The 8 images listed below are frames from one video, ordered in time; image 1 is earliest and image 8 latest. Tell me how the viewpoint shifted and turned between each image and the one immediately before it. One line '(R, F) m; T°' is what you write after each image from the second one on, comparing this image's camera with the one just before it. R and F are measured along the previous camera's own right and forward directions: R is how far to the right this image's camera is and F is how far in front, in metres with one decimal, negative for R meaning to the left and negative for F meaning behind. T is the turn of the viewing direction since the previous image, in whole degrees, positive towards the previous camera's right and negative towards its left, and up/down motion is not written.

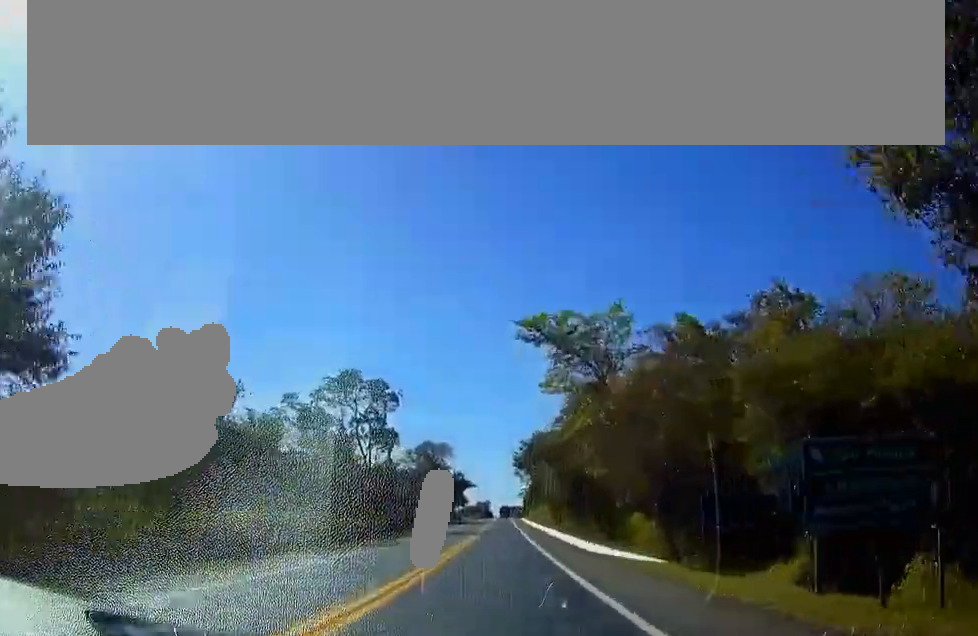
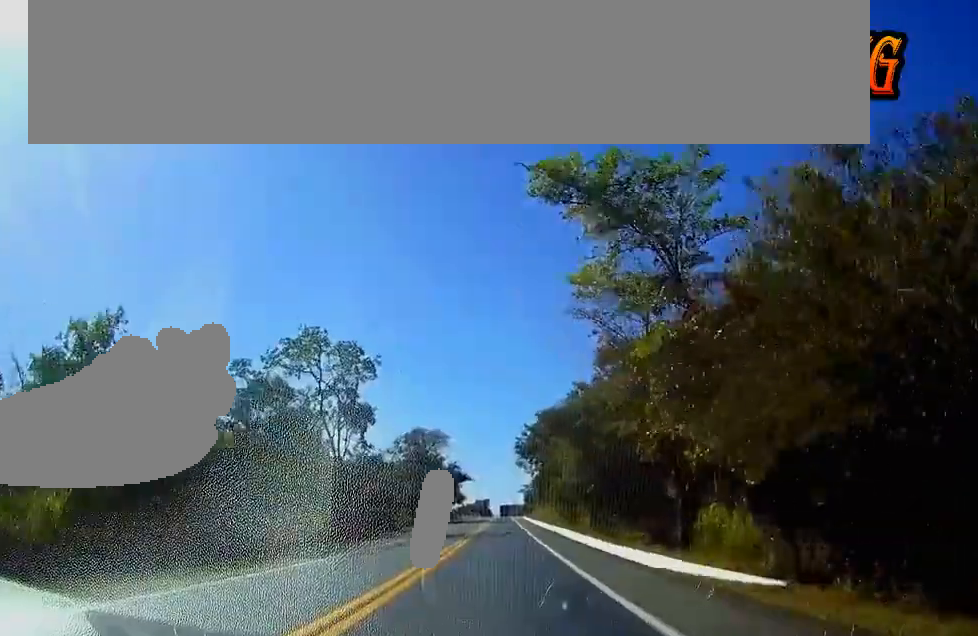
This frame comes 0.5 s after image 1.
(0.0, +14.8) m; 0°
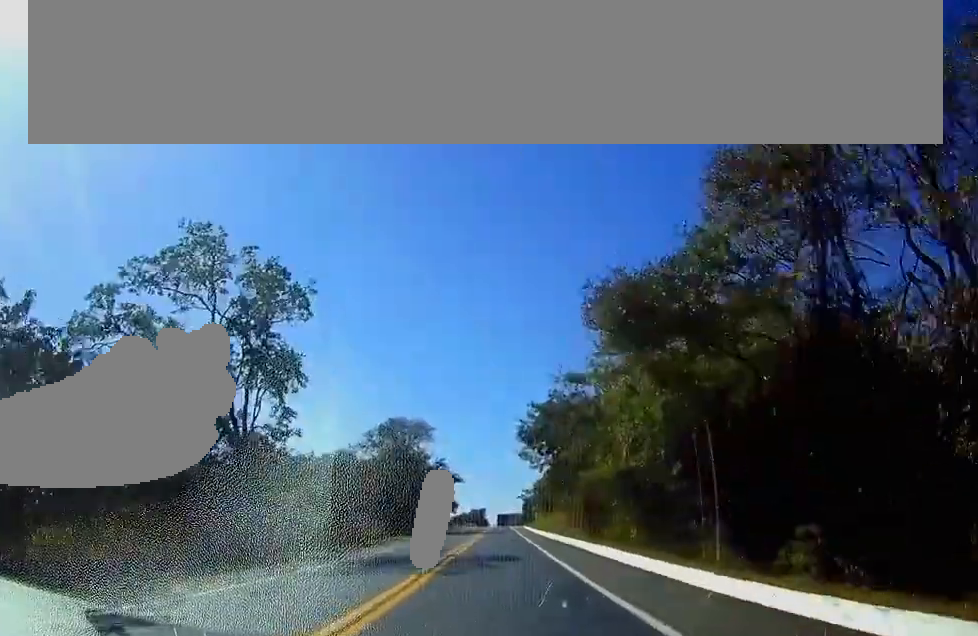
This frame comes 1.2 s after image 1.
(+0.1, +22.3) m; 0°
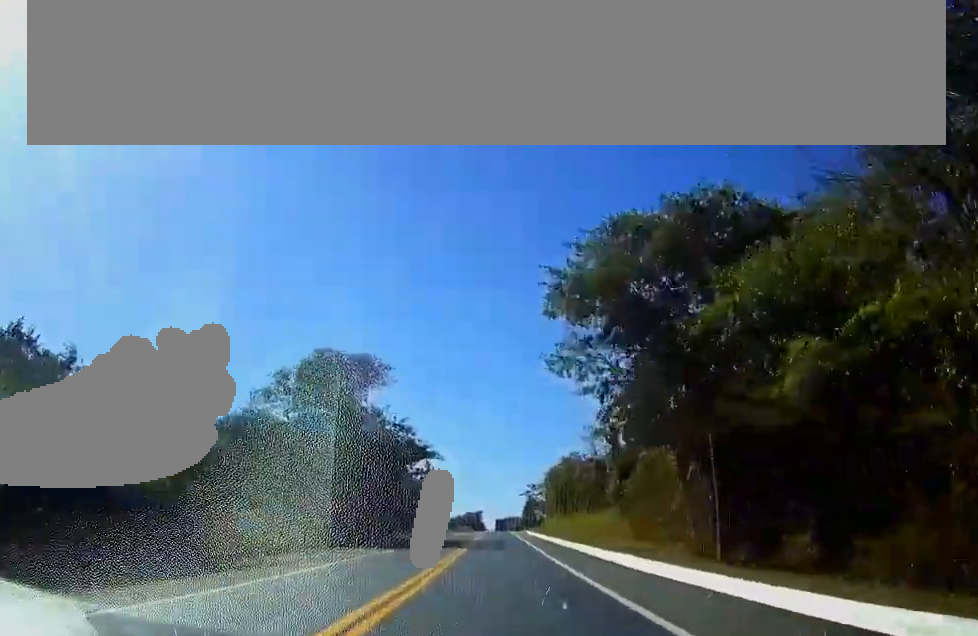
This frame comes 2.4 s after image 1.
(-0.1, +38.5) m; 0°
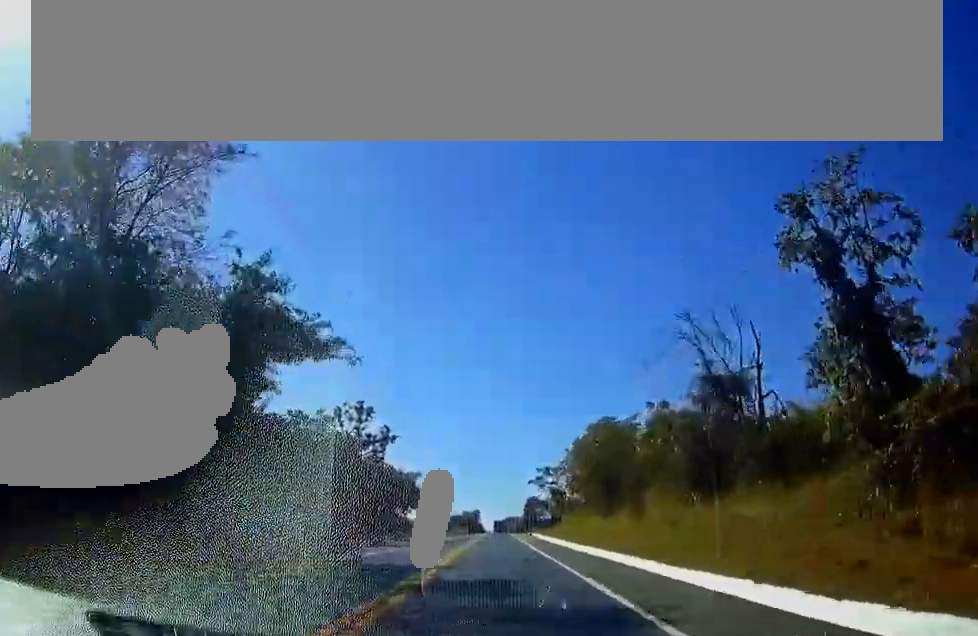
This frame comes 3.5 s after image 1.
(+0.3, +35.5) m; 0°
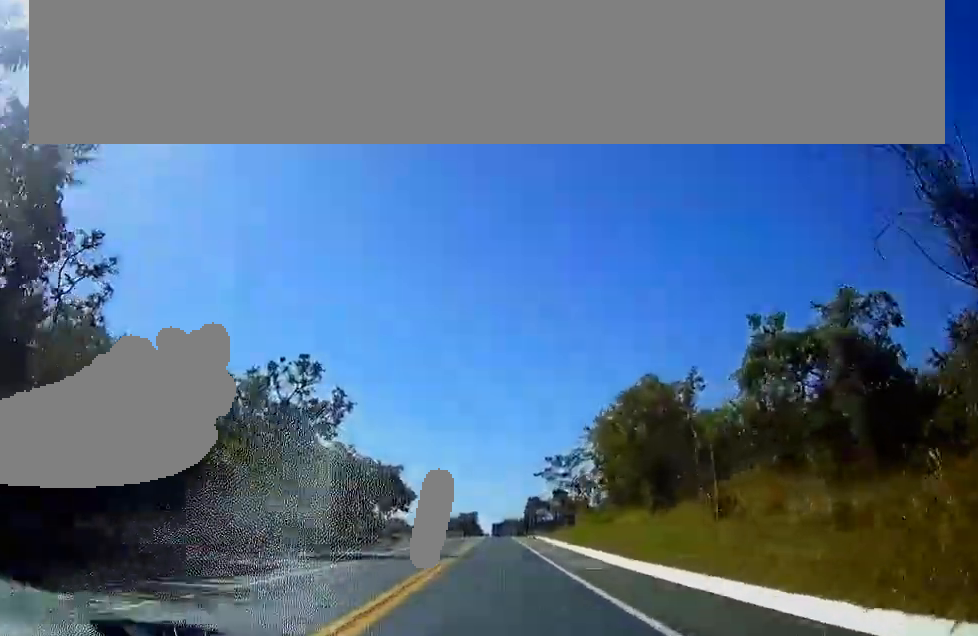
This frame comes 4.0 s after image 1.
(0.0, +17.2) m; 0°
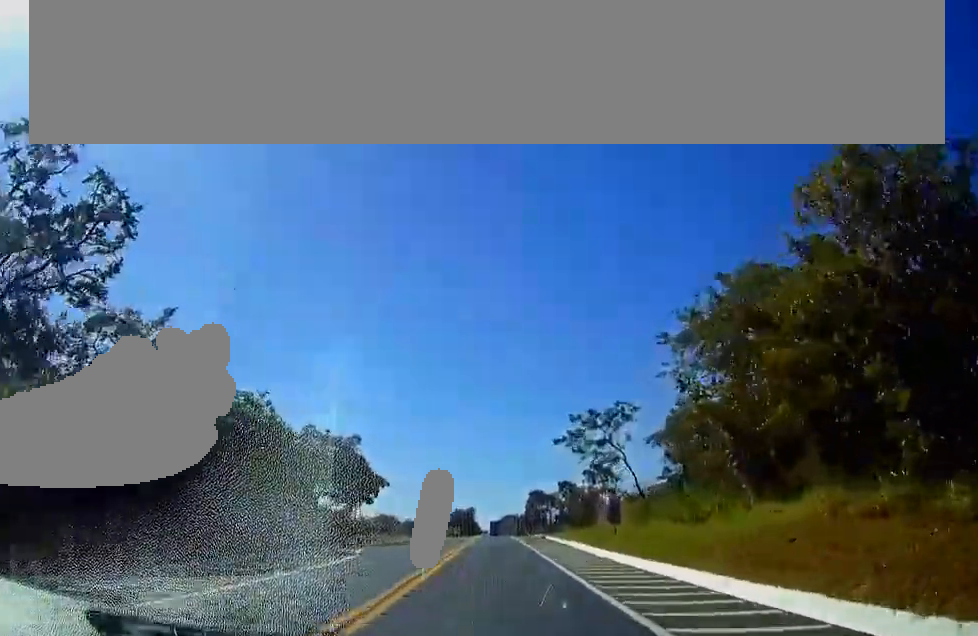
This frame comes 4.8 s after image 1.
(0.0, +26.8) m; 0°
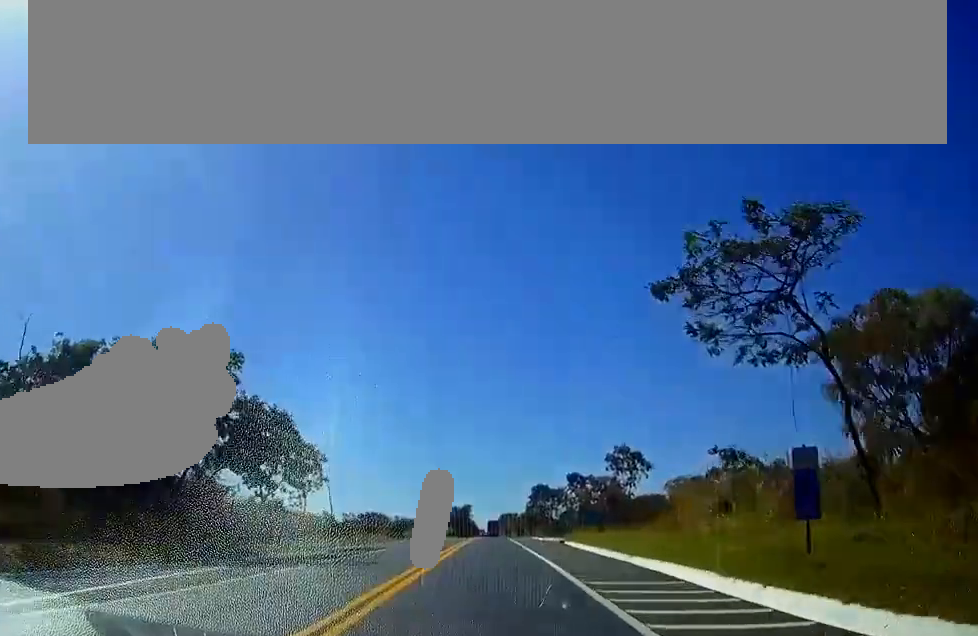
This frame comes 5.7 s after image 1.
(0.0, +29.0) m; 0°
